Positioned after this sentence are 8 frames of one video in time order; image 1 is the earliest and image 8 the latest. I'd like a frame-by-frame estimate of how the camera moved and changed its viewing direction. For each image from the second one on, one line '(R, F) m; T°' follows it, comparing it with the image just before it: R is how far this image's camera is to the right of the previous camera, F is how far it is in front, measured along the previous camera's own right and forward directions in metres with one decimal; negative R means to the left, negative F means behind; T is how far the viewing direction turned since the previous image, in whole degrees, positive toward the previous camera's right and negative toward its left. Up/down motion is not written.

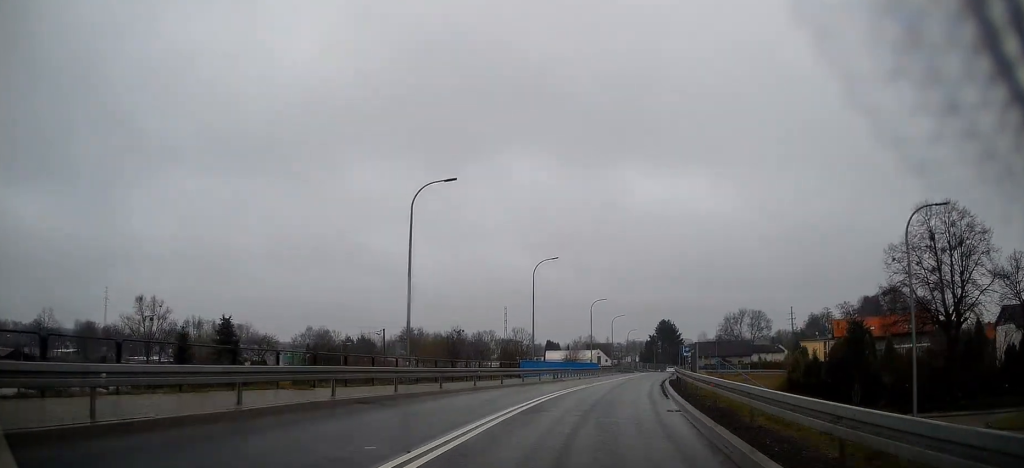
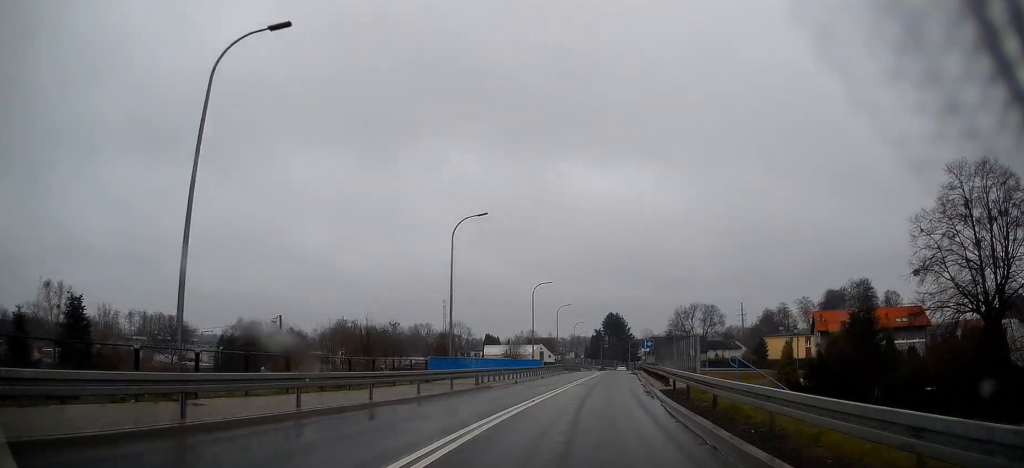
(+0.7, +13.7) m; +5°
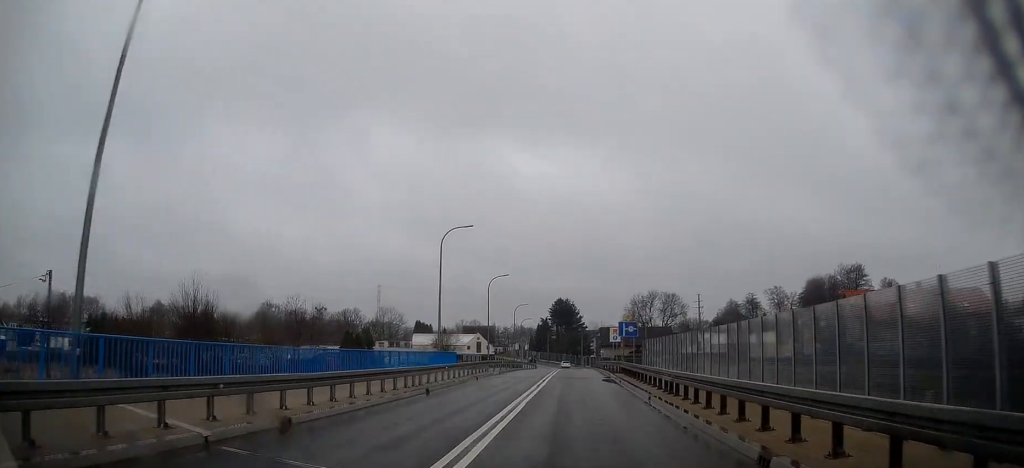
(+1.6, +24.7) m; +7°
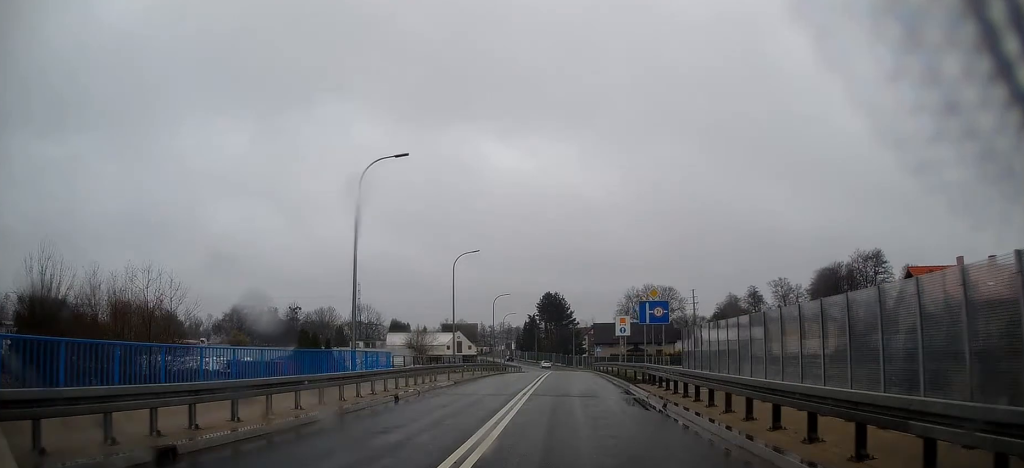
(+0.4, +14.3) m; +2°
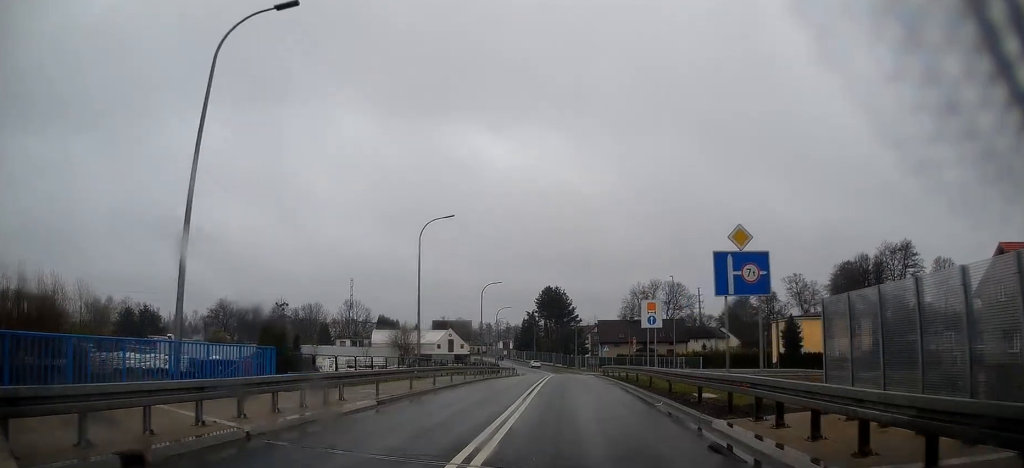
(+0.1, +11.8) m; +1°
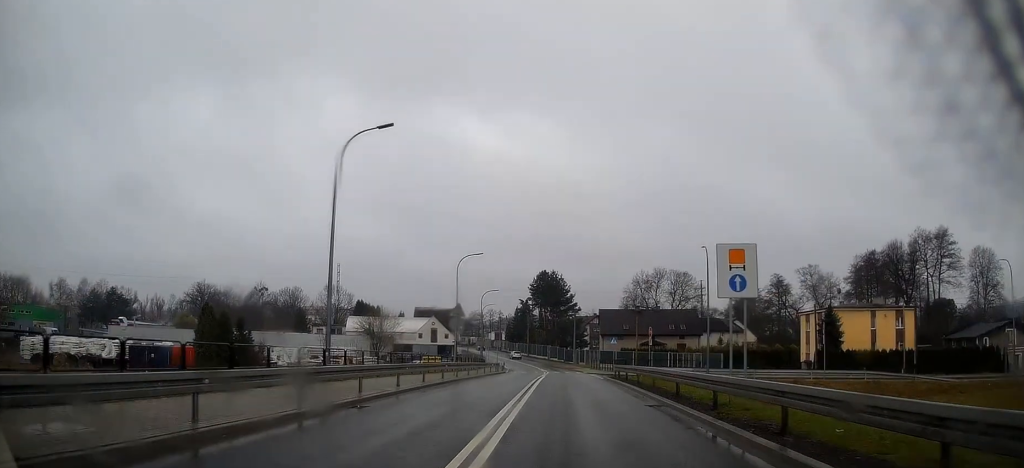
(+0.1, +13.4) m; 0°
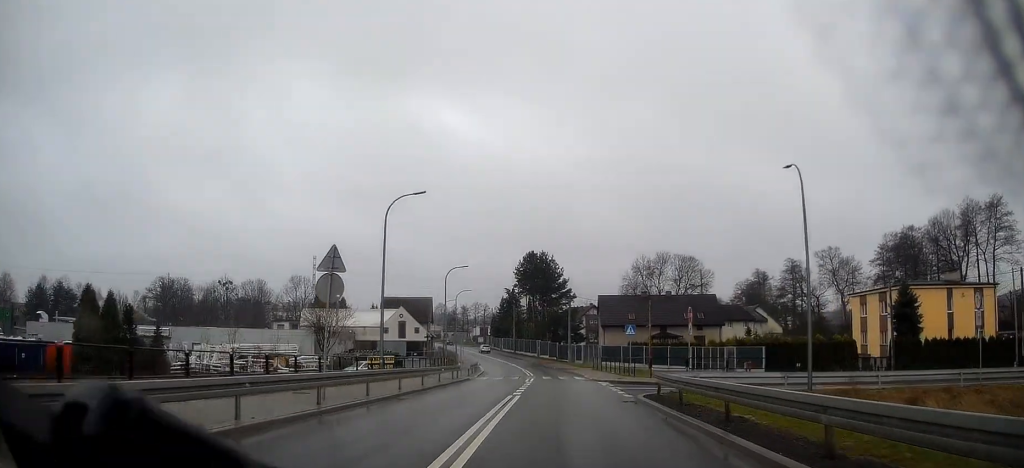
(0.0, +18.3) m; 0°
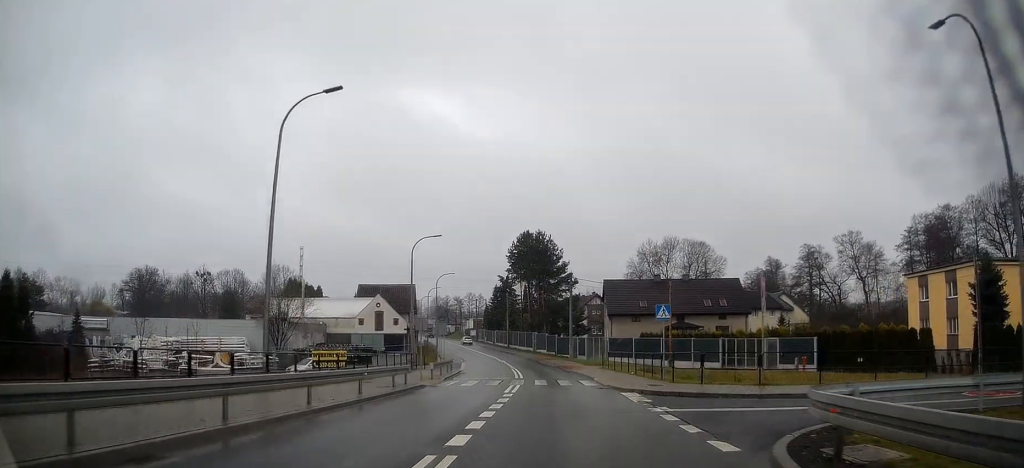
(0.0, +12.3) m; 0°
